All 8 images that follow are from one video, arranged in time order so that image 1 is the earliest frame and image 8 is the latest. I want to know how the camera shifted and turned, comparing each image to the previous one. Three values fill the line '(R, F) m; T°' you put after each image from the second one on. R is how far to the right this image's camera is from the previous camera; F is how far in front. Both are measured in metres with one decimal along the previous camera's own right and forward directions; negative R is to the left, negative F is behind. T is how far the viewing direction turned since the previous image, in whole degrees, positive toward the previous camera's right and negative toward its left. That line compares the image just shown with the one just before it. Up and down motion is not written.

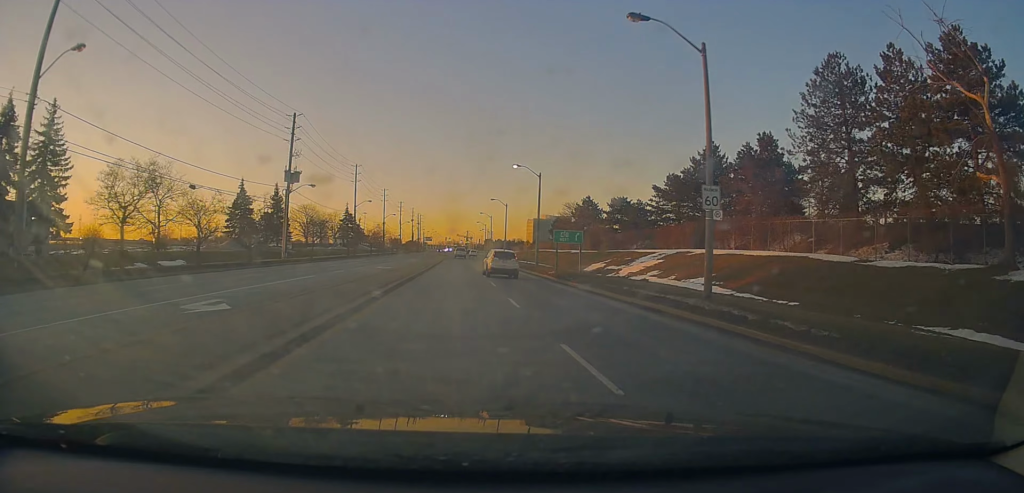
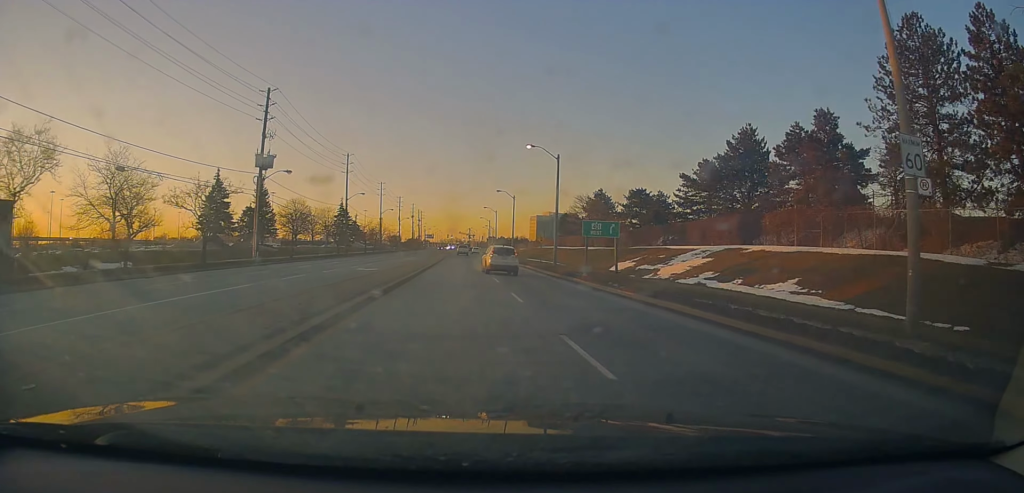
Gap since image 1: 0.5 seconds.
(+0.4, +8.7) m; +1°
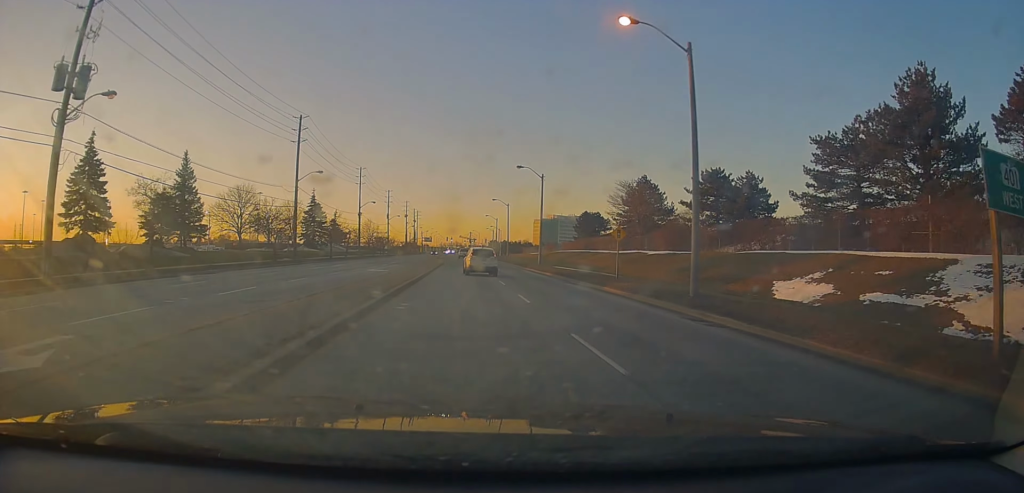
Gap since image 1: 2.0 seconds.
(+0.5, +26.6) m; 0°
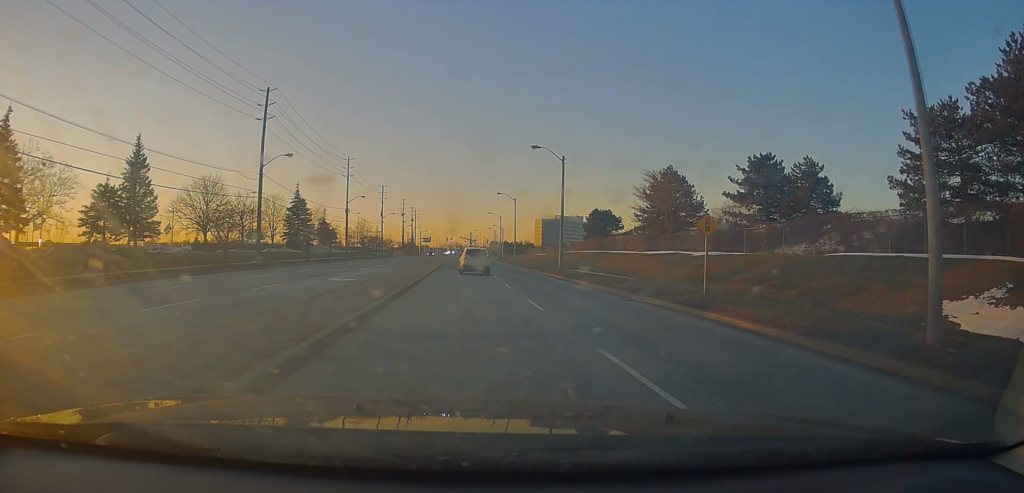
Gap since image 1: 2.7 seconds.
(-0.1, +10.9) m; -1°
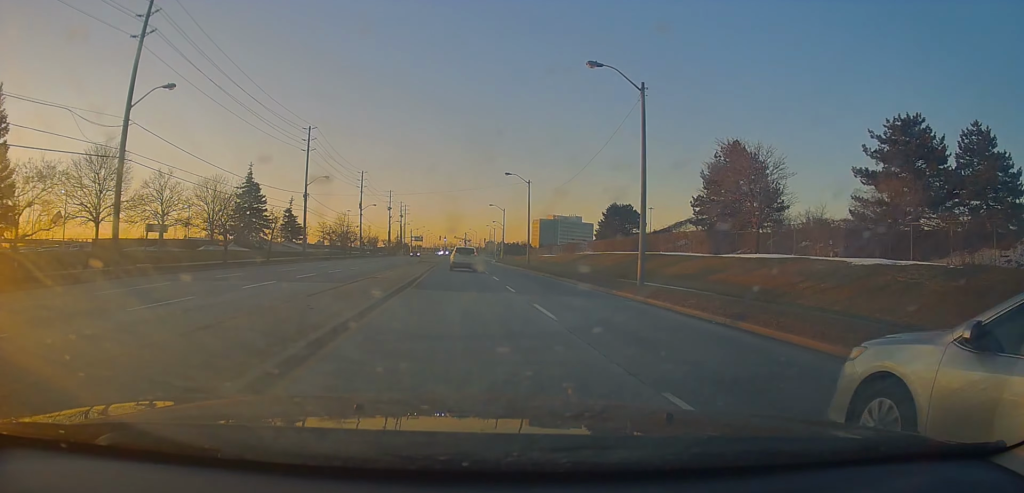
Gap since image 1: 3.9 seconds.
(-0.5, +20.4) m; 0°
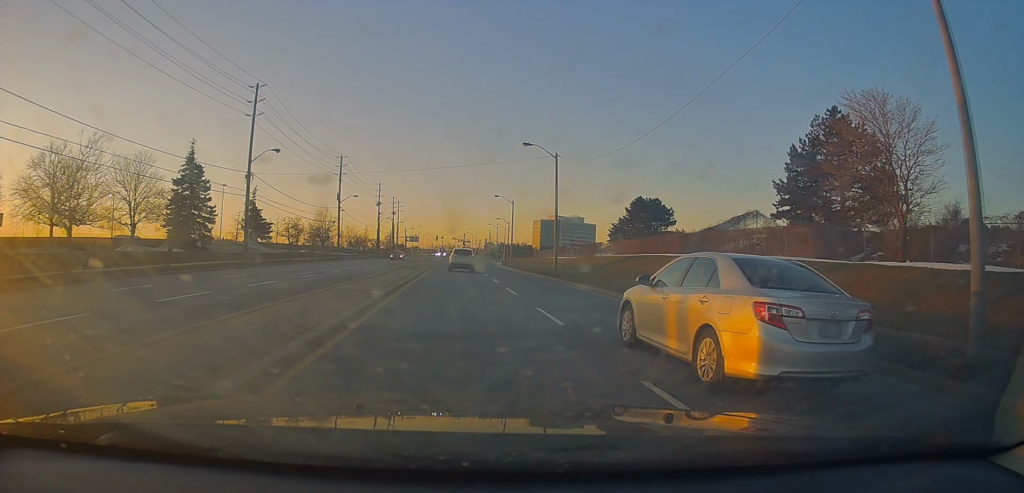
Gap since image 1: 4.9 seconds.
(+0.4, +17.1) m; +1°
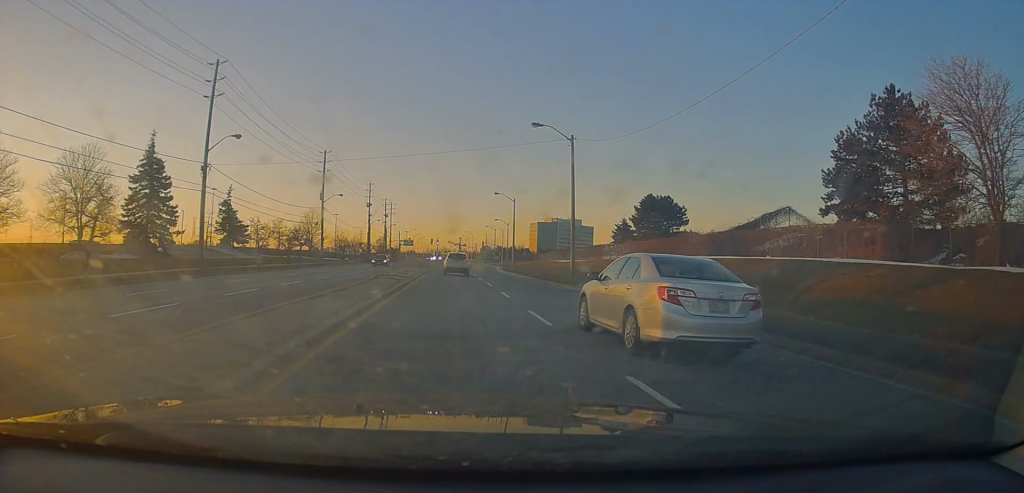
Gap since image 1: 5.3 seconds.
(0.0, +7.6) m; 0°
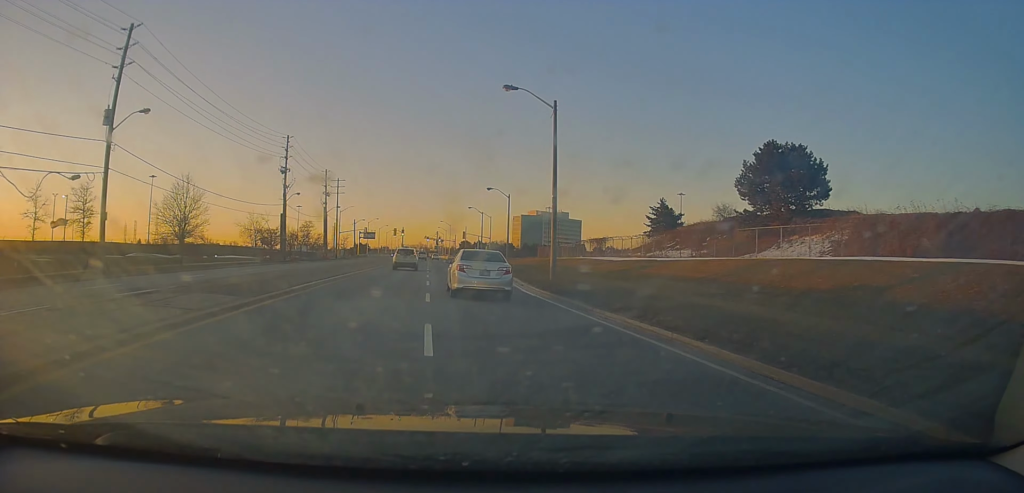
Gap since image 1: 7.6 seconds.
(+0.7, +42.2) m; +2°
